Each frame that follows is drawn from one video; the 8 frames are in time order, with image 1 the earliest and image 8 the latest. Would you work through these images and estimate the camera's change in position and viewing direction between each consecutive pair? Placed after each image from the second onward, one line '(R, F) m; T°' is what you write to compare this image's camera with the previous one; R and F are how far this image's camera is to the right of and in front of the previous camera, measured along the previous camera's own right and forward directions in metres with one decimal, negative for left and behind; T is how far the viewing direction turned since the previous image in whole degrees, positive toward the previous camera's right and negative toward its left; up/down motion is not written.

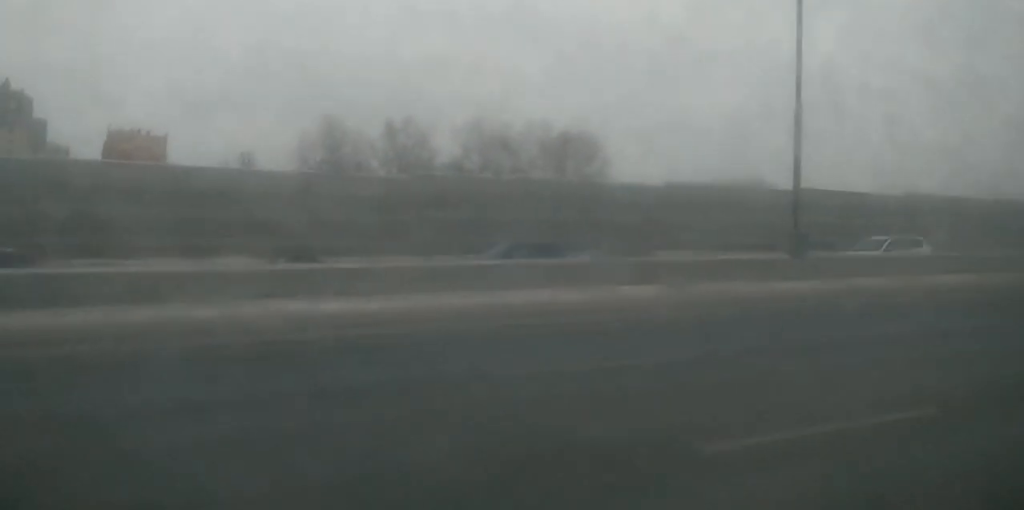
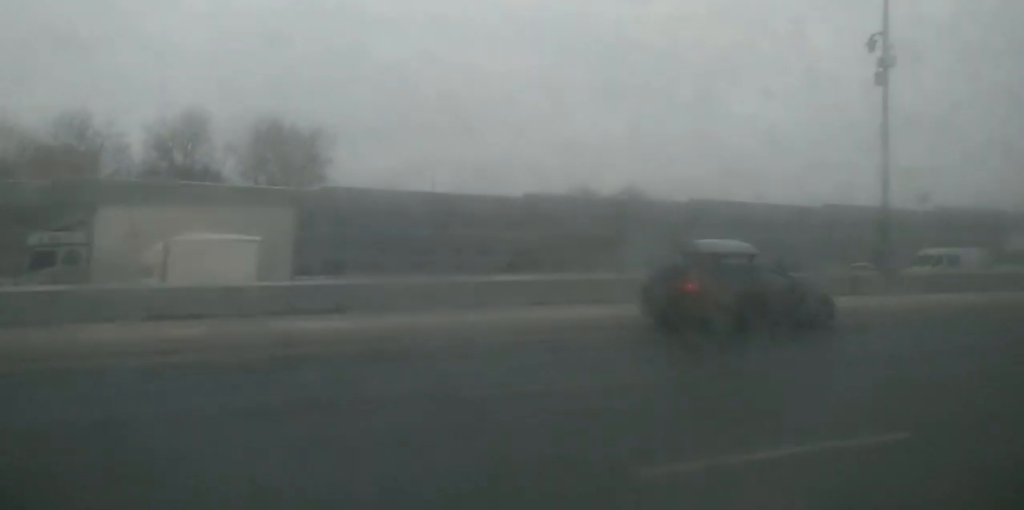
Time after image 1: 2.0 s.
(0.0, +50.7) m; 0°
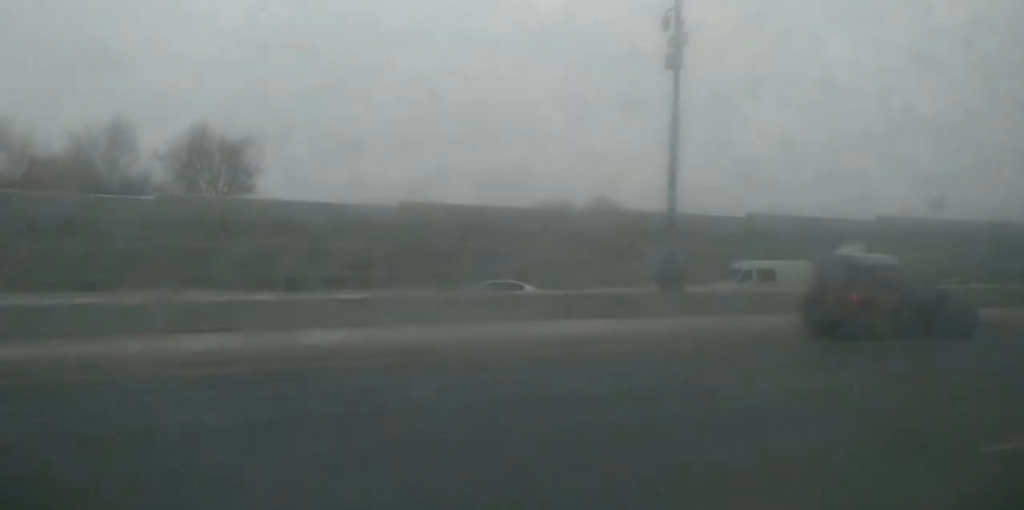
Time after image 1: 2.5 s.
(0.0, +11.0) m; 0°
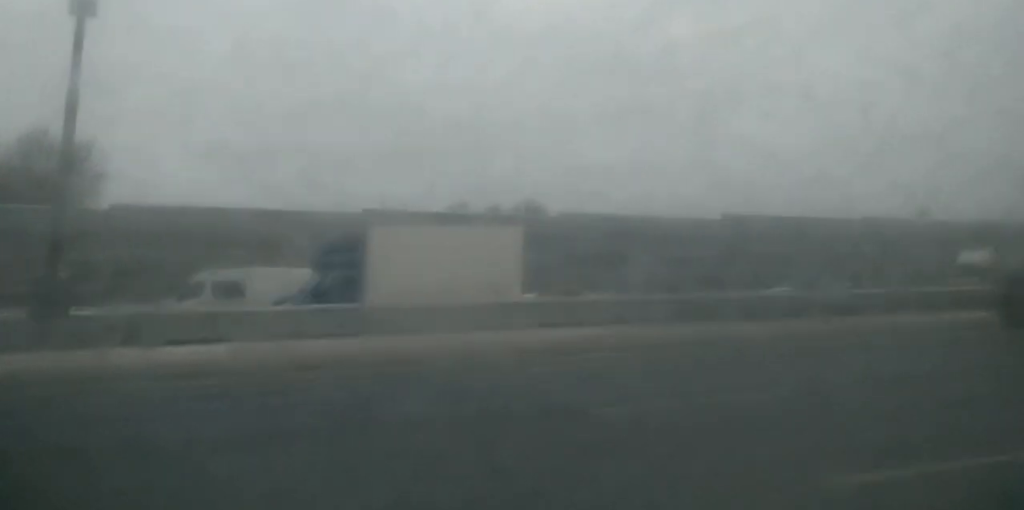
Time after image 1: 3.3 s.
(0.0, +17.6) m; 0°
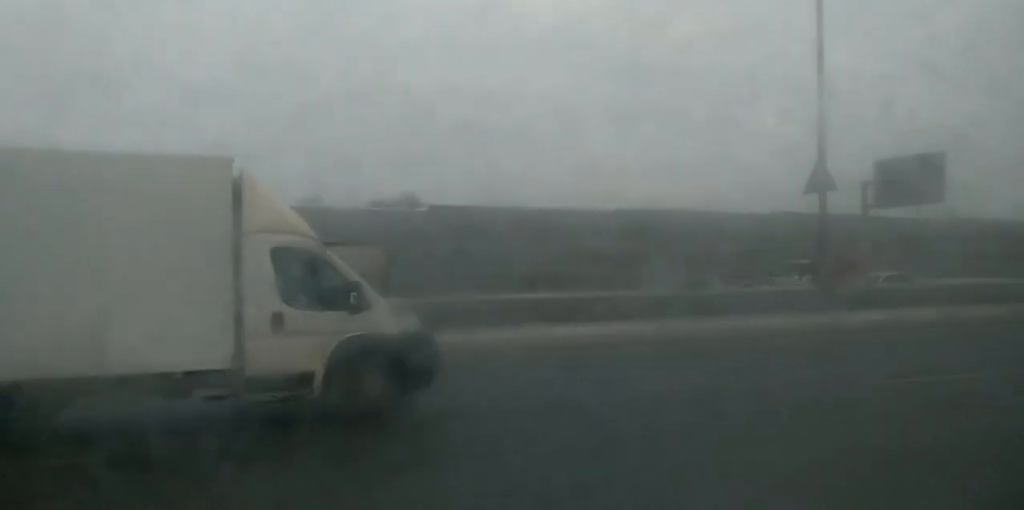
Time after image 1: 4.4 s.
(+0.1, +22.3) m; +1°
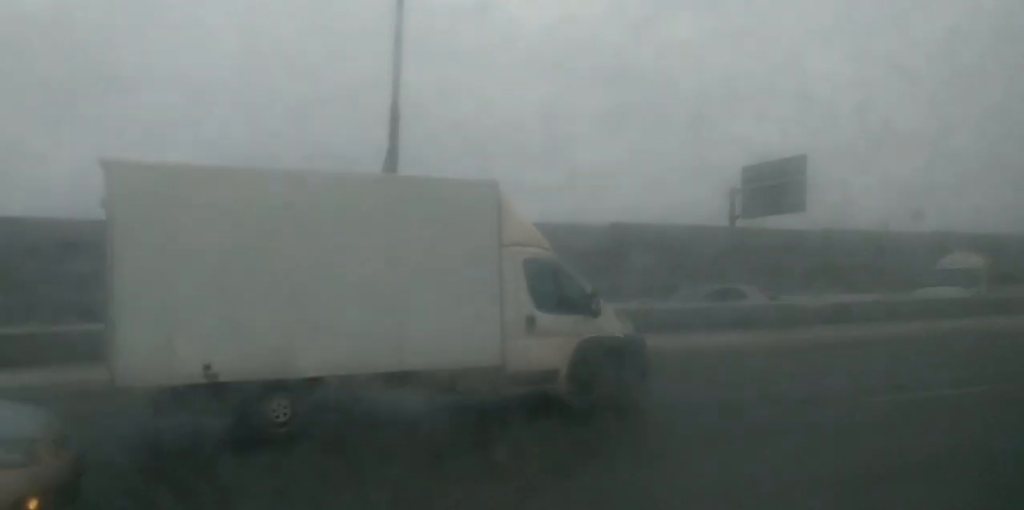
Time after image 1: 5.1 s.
(-0.1, +12.9) m; +1°
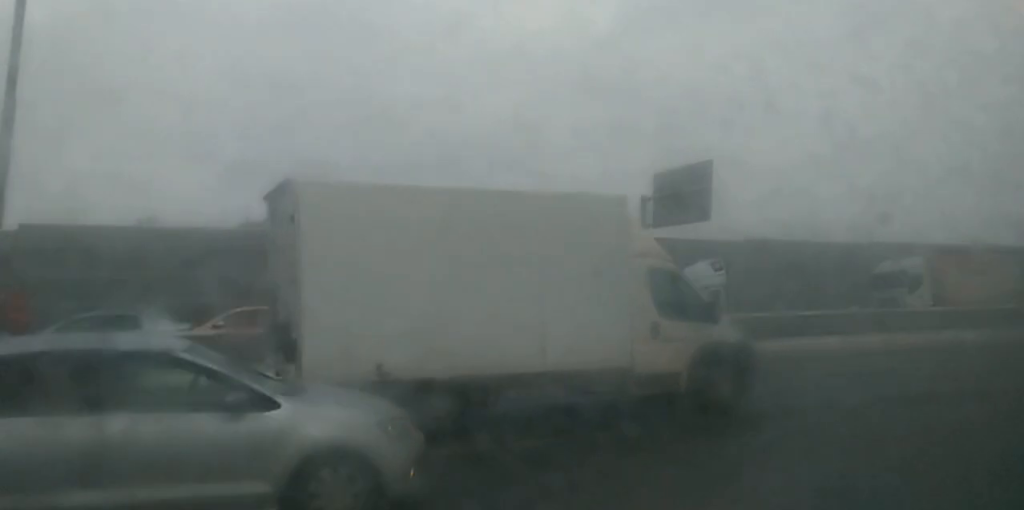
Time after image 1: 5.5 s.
(+0.1, +7.3) m; 0°
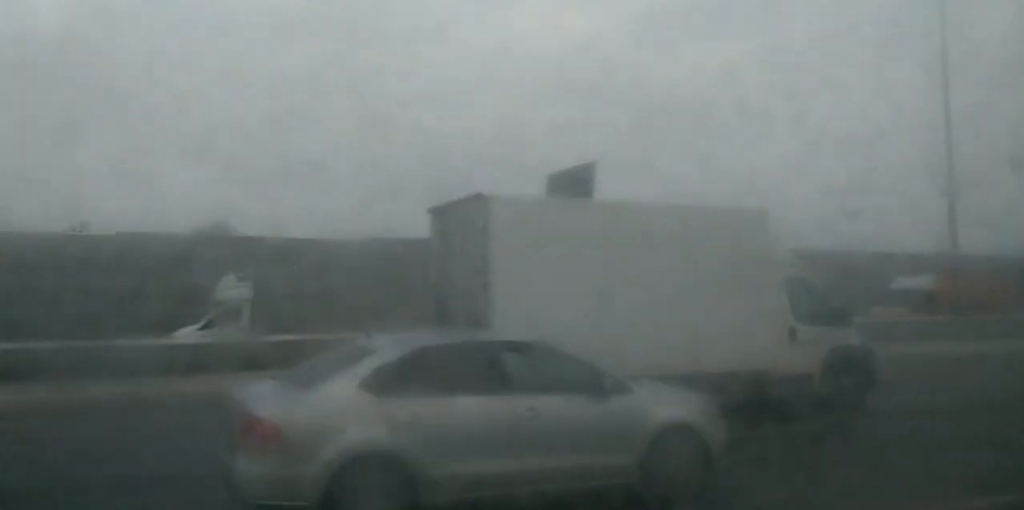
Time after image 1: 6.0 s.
(+0.2, +8.8) m; 0°
